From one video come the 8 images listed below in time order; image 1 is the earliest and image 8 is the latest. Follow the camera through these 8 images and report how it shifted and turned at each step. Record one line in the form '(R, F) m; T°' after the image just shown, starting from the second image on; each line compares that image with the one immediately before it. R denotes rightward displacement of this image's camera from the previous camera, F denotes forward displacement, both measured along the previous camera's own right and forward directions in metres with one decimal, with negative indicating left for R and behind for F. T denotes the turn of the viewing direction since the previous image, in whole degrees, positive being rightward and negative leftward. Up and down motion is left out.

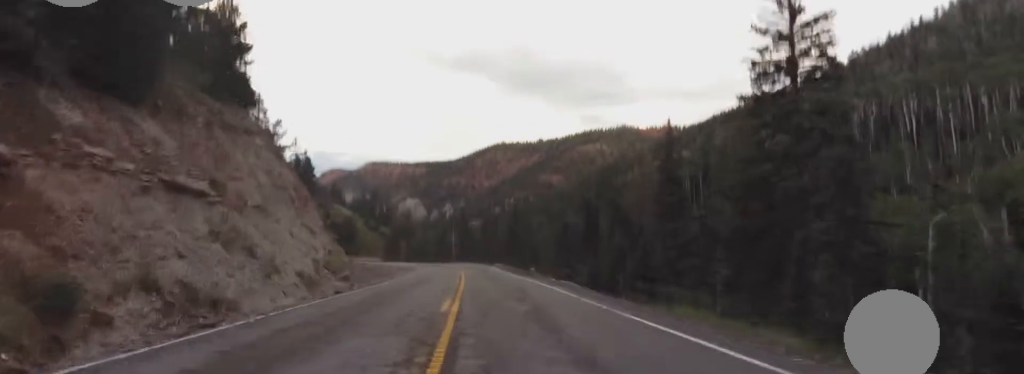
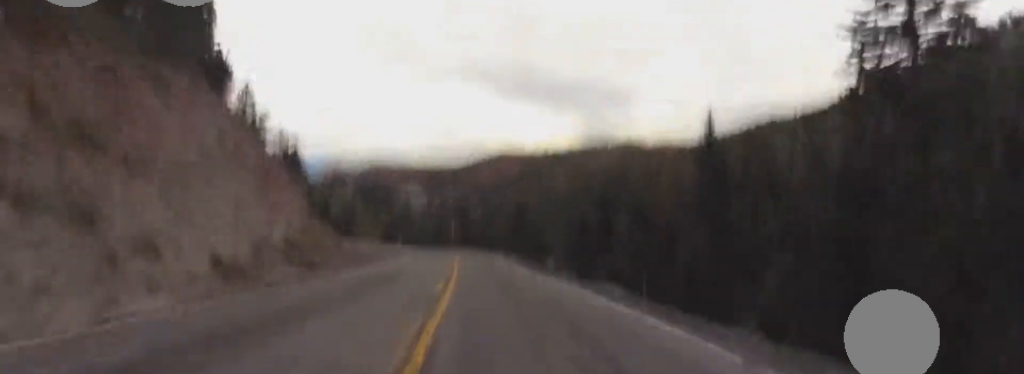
(-0.3, +10.8) m; -1°
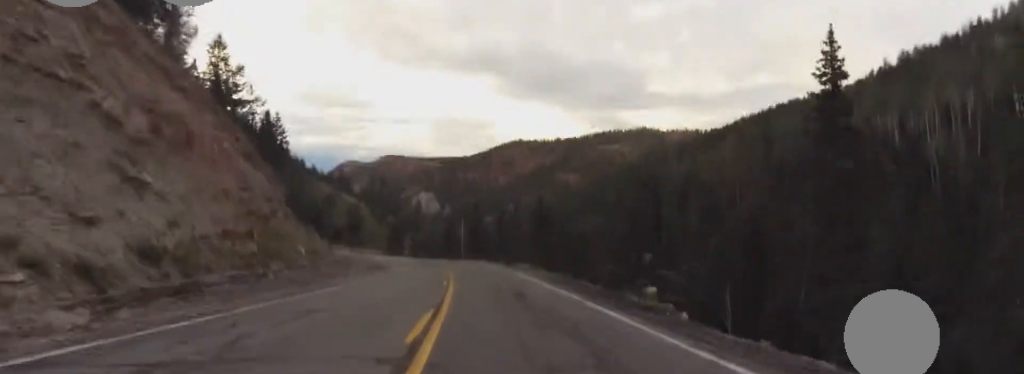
(-0.2, +18.2) m; -4°
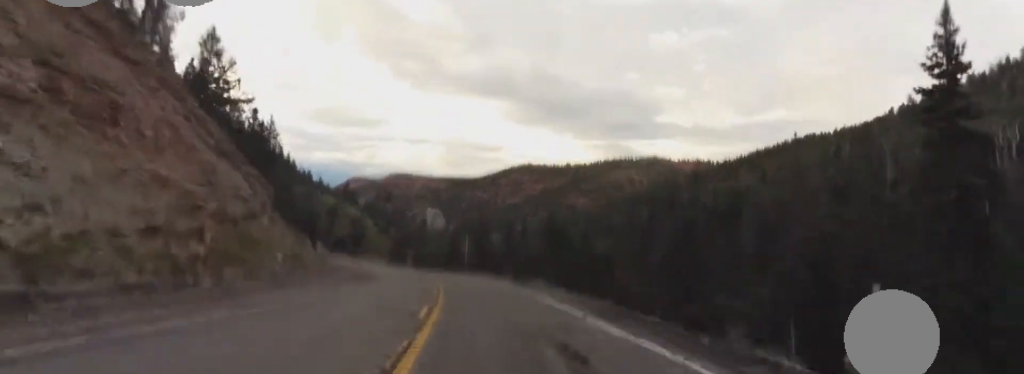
(-0.8, +8.7) m; -1°
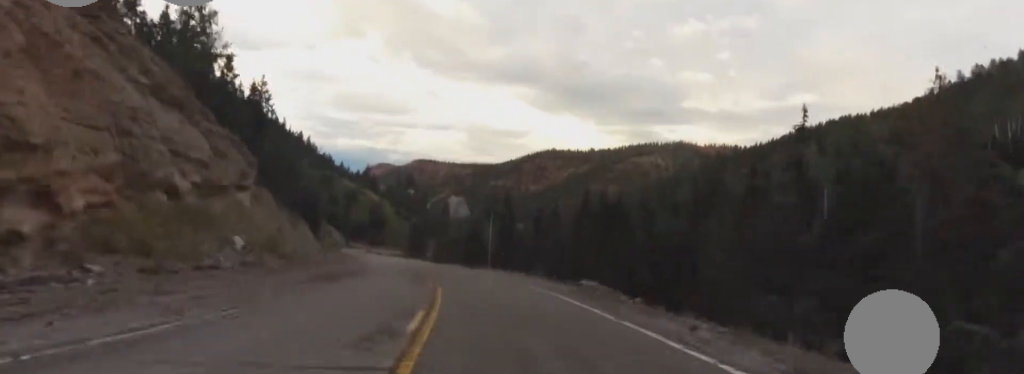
(+0.5, +14.3) m; +2°
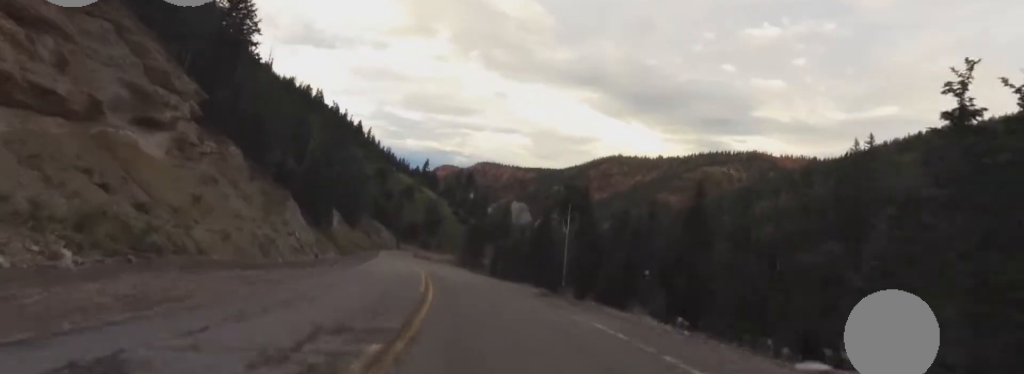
(-0.5, +28.9) m; -6°
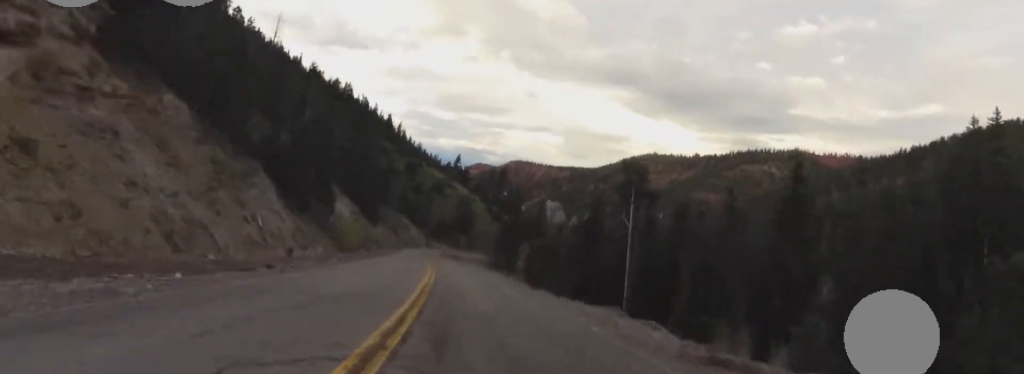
(-0.9, +15.0) m; -5°
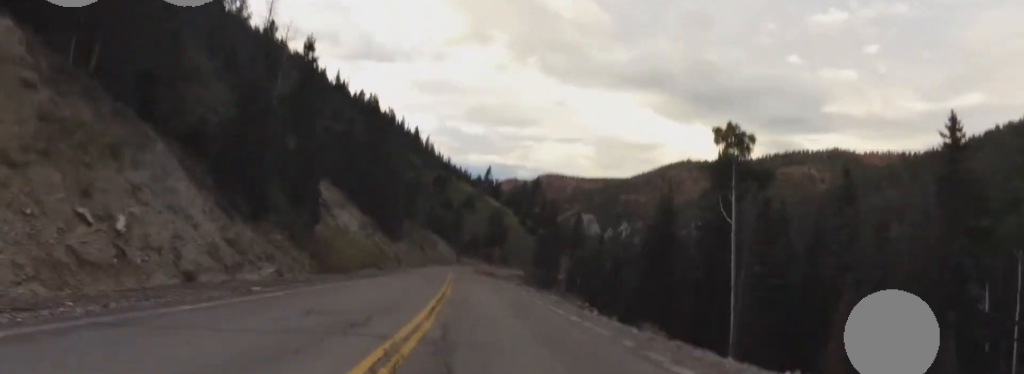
(-0.4, +16.0) m; -1°
